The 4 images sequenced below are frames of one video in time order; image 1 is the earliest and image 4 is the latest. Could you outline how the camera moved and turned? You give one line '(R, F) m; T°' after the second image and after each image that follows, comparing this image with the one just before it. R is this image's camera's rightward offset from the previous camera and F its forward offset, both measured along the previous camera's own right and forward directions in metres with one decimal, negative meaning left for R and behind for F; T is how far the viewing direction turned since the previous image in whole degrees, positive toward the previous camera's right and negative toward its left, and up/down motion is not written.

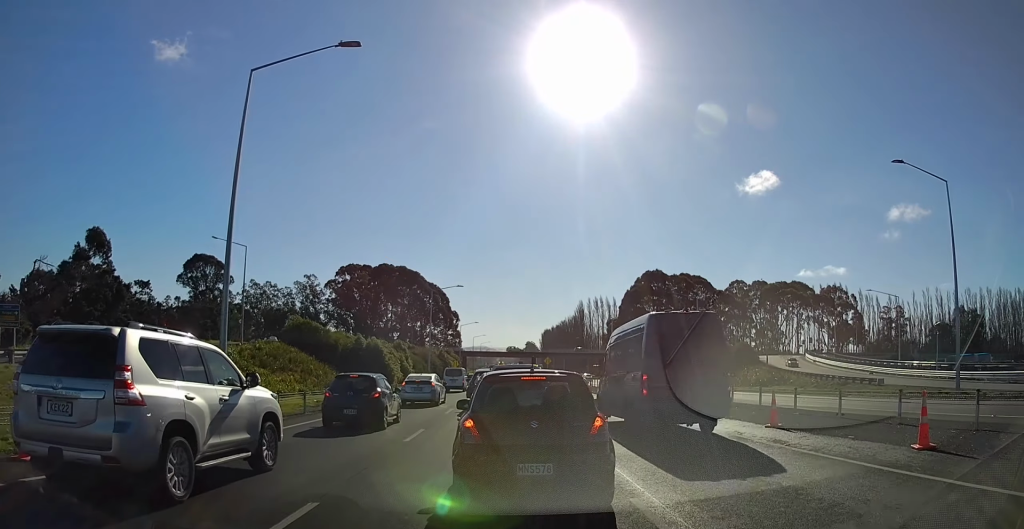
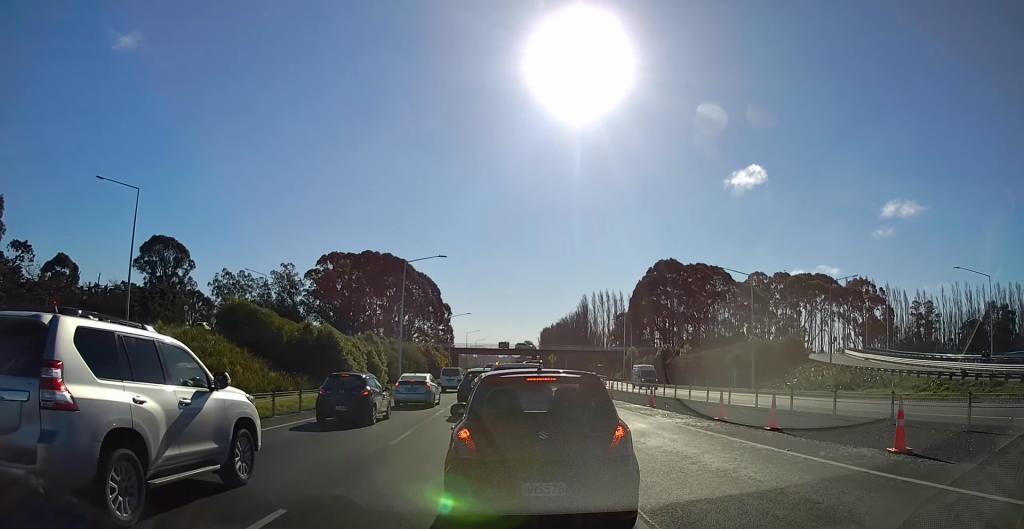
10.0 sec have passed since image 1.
(+0.9, +20.0) m; +3°
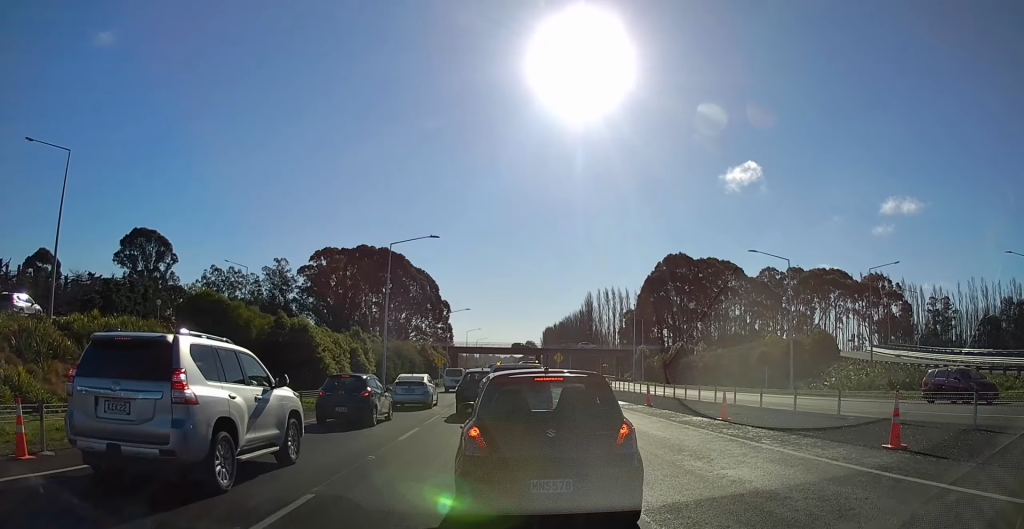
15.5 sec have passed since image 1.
(+0.2, +9.5) m; -2°
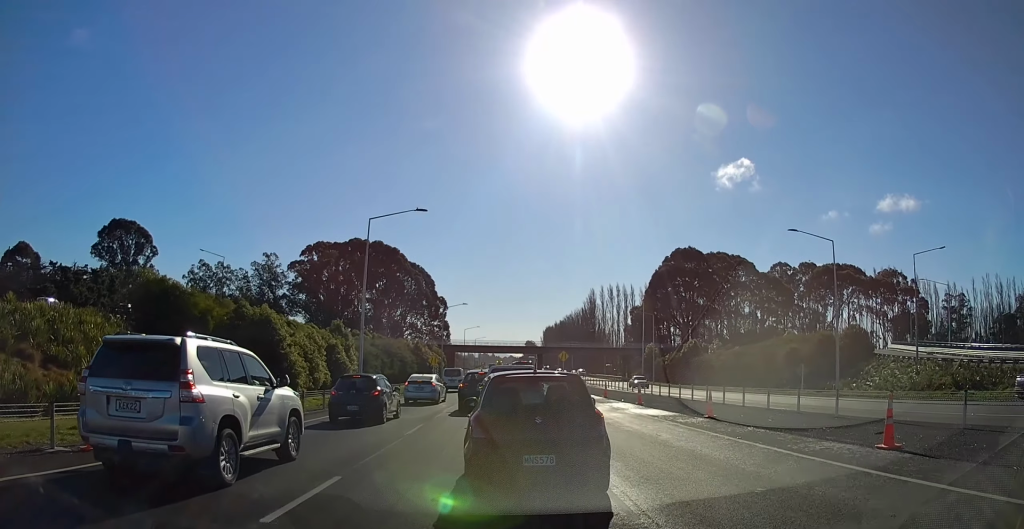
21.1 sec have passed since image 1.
(+0.4, +9.8) m; +2°
